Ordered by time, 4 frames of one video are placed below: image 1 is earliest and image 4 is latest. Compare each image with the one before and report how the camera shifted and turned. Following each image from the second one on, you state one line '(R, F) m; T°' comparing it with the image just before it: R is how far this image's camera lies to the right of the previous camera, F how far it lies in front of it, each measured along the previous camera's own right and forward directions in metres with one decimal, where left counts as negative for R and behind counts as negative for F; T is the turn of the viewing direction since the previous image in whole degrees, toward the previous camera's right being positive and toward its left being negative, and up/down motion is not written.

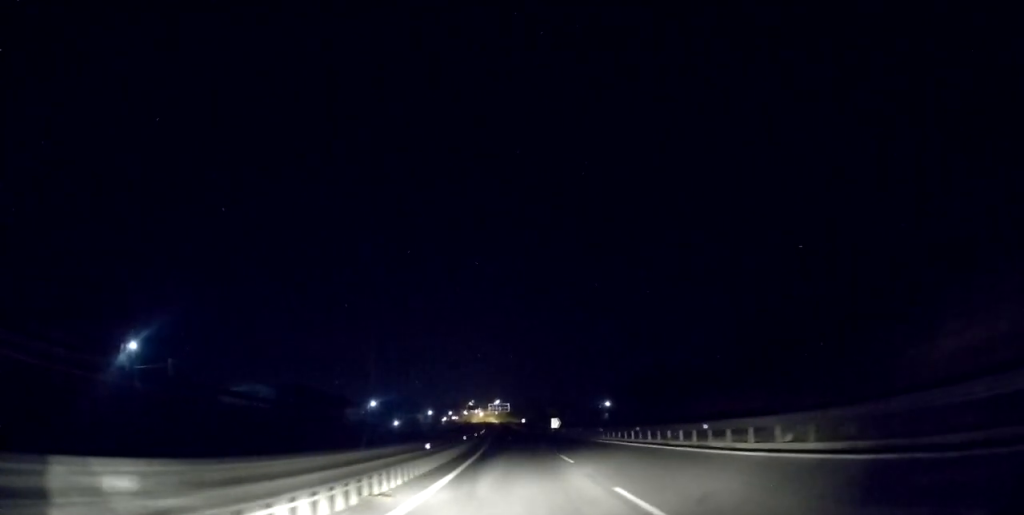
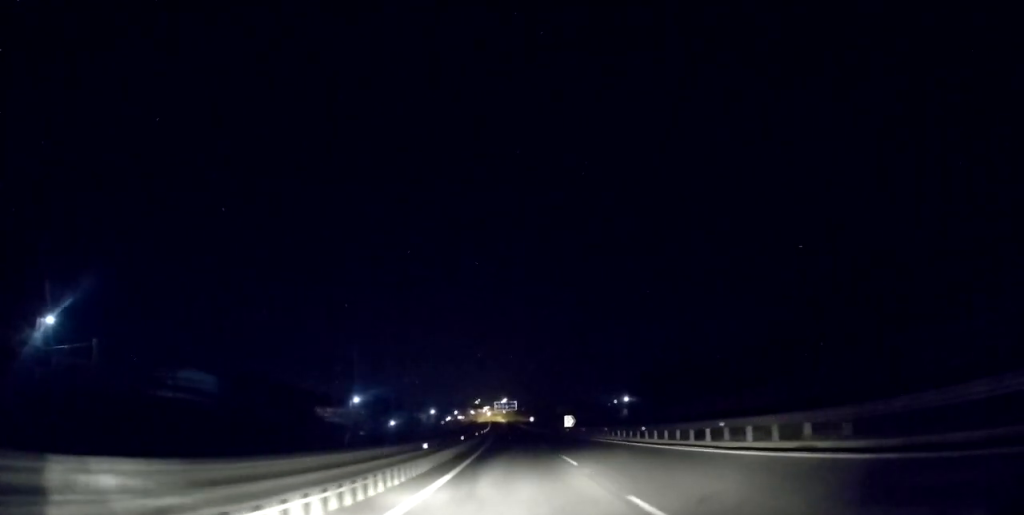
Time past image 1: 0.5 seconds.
(-0.2, +14.0) m; 0°
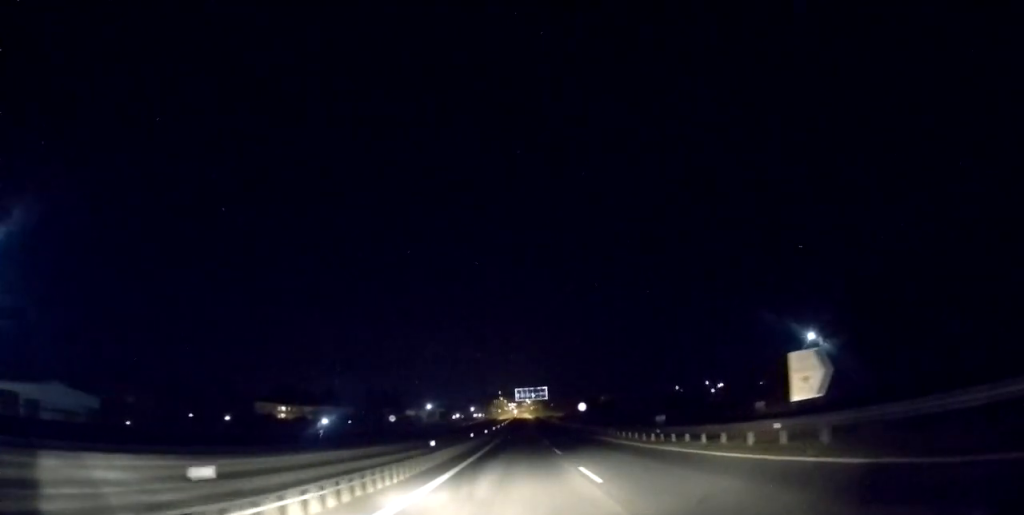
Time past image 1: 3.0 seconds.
(-1.0, +67.1) m; -2°
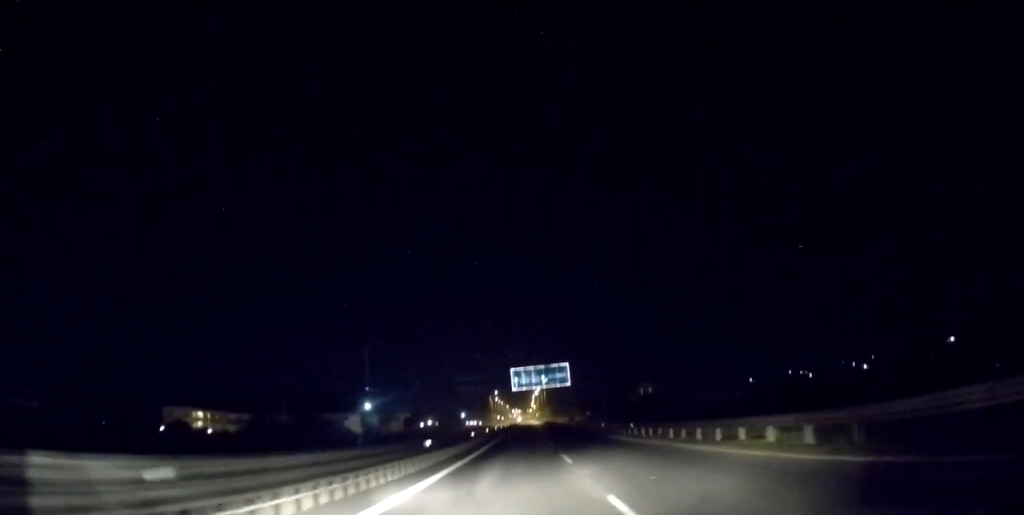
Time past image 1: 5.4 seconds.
(-0.1, +66.5) m; 0°
